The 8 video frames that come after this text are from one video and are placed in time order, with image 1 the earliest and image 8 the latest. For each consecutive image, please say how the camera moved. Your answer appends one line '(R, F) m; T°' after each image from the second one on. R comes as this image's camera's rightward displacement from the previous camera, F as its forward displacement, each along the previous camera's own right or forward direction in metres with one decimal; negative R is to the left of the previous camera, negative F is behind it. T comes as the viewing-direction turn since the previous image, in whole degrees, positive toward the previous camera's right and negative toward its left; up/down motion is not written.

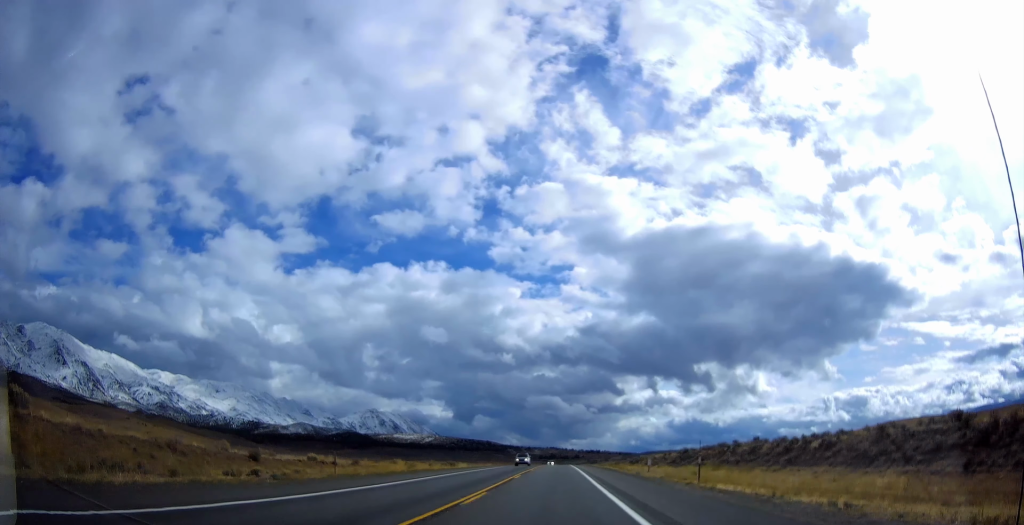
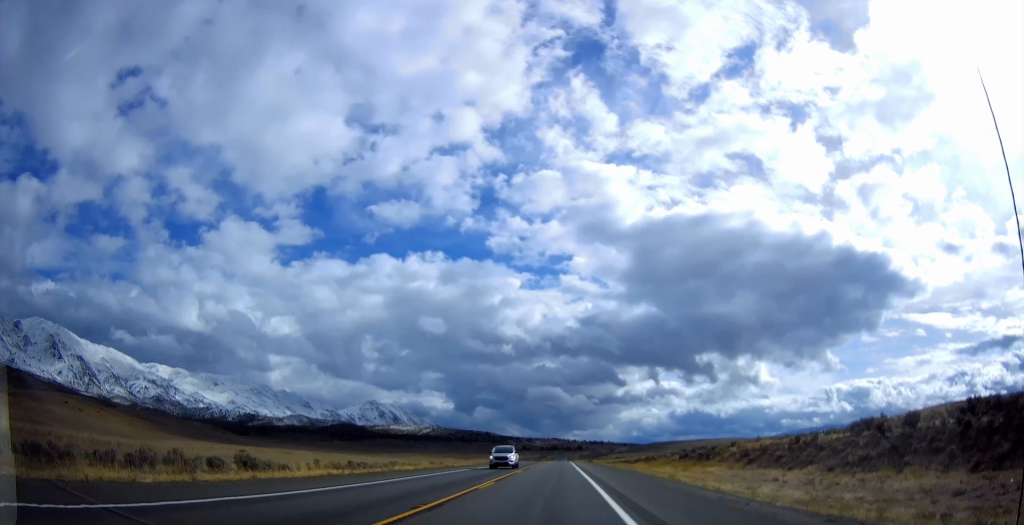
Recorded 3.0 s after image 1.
(+0.2, +69.4) m; 0°
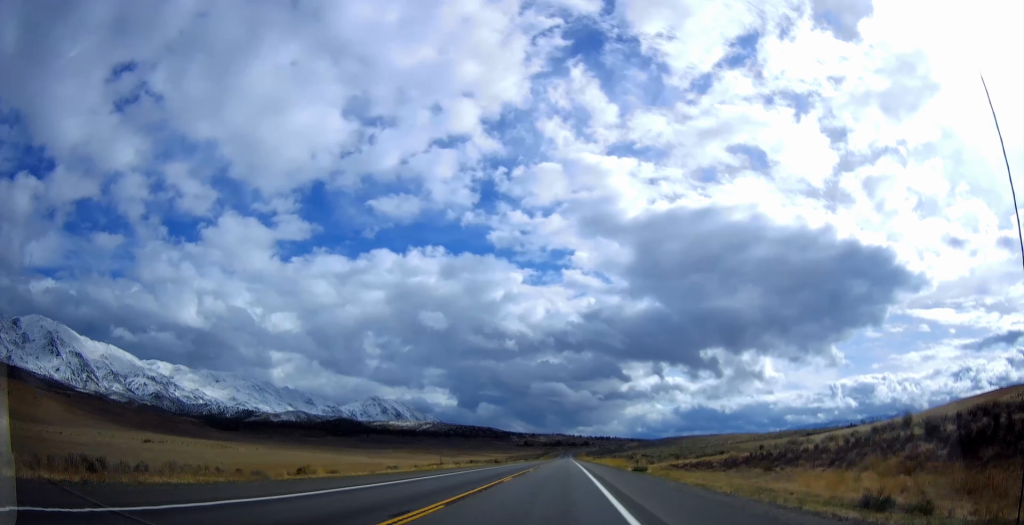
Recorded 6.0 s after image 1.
(-0.5, +68.6) m; 0°
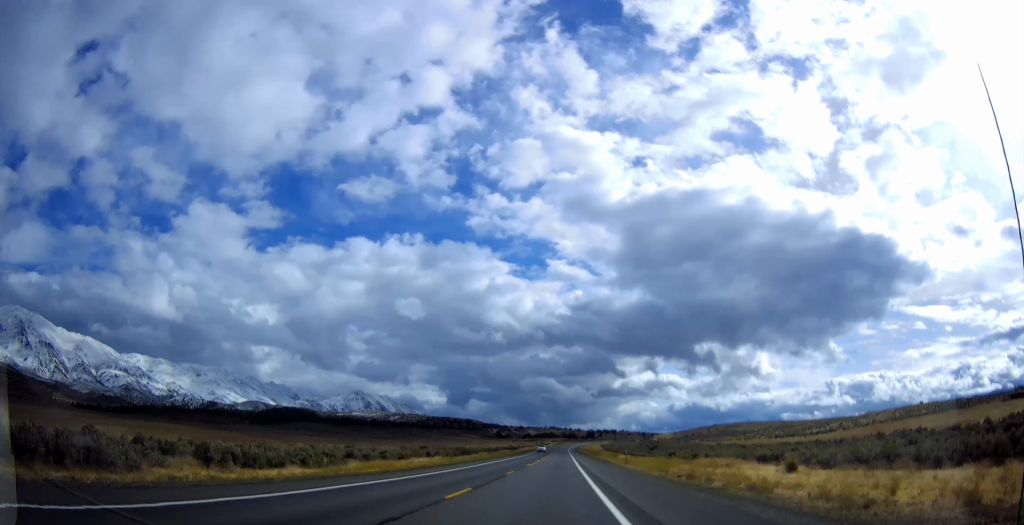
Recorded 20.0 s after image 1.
(+1.1, +318.3) m; 0°
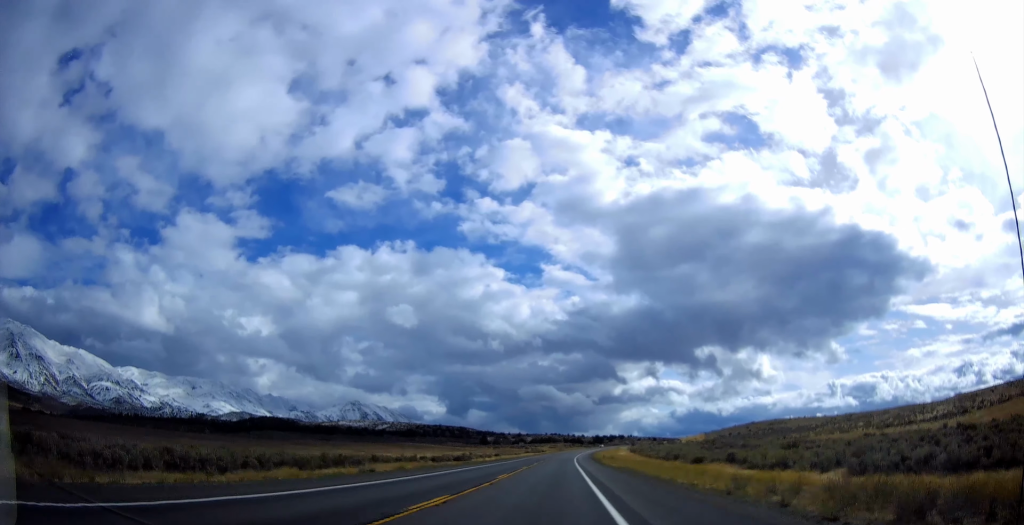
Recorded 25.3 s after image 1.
(-0.6, +117.4) m; +1°
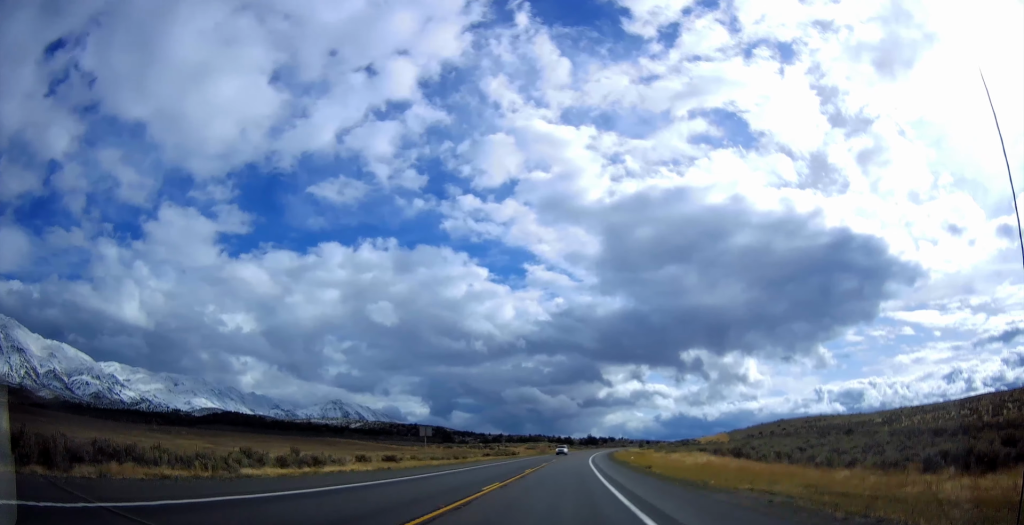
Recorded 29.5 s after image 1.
(+1.5, +93.6) m; +2°
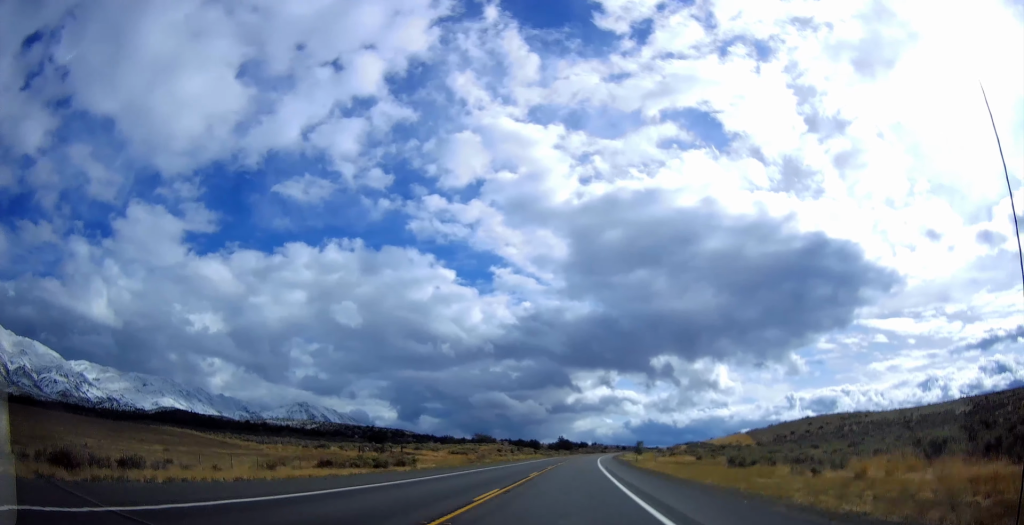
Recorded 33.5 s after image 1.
(+1.2, +87.1) m; +3°
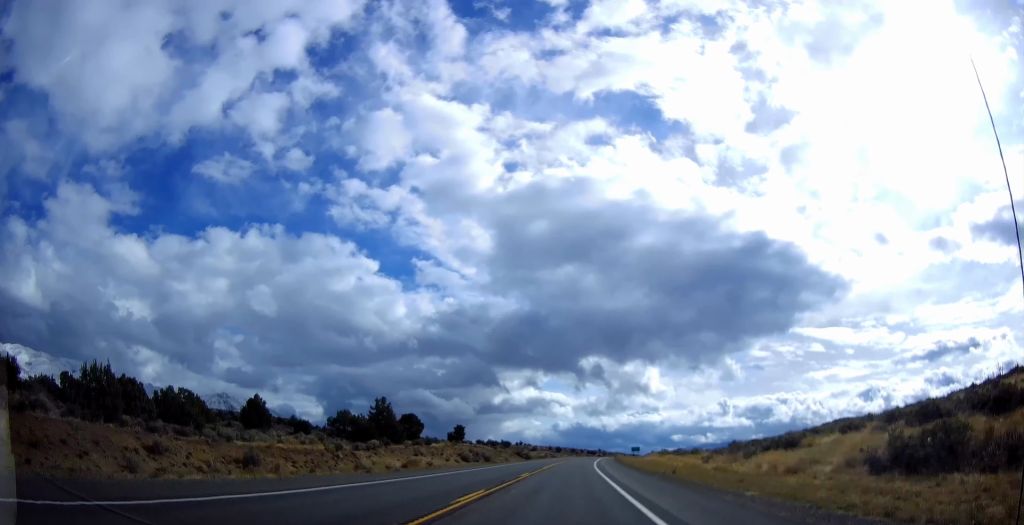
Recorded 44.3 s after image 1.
(+14.6, +230.3) m; +7°
